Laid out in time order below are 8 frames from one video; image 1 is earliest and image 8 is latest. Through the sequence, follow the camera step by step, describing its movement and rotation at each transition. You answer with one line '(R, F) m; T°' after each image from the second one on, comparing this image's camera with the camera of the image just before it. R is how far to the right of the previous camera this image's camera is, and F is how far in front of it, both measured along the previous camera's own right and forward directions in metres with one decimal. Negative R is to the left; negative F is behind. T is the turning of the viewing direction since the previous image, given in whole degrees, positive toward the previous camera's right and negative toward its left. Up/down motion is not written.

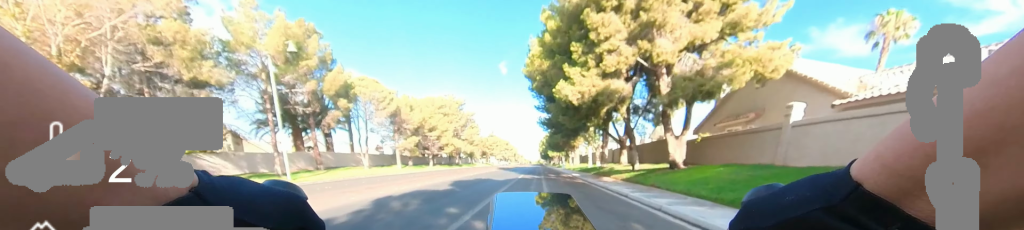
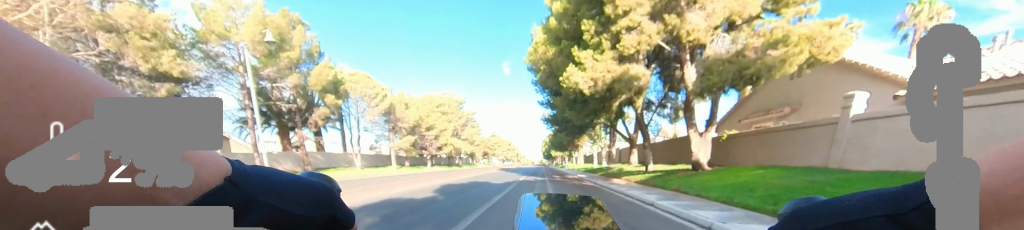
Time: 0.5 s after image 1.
(0.0, +2.5) m; 0°
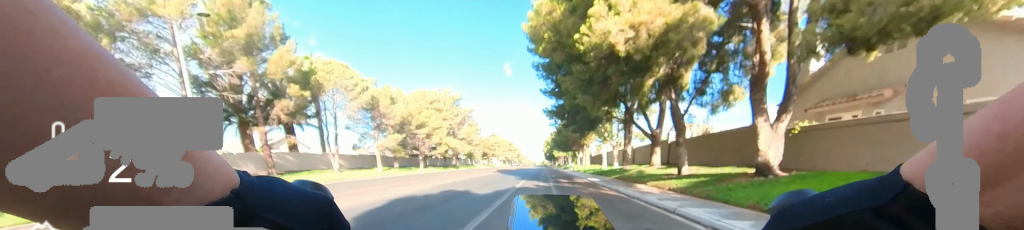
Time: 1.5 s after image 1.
(0.0, +3.5) m; 0°
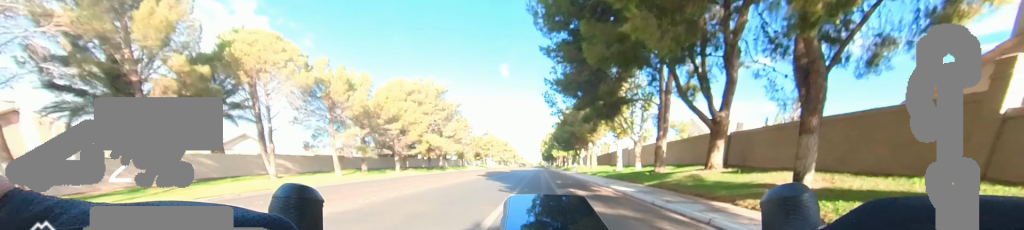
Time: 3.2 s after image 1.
(0.0, +7.0) m; 0°
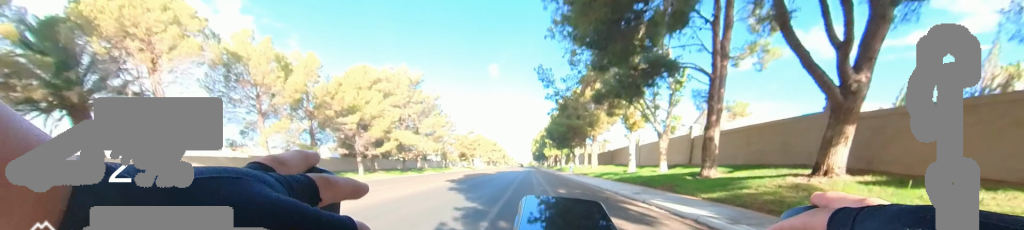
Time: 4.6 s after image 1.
(0.0, +7.5) m; 0°
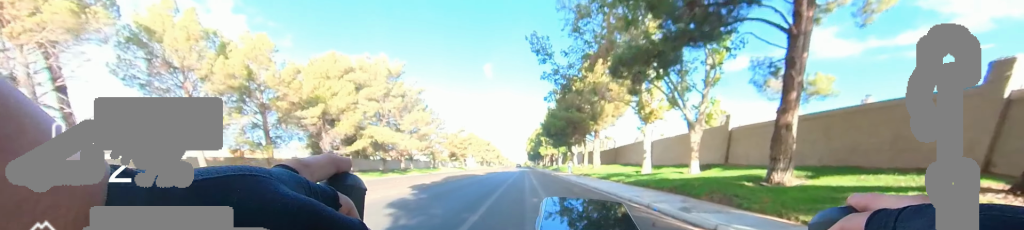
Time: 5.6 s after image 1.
(0.0, +4.9) m; 0°
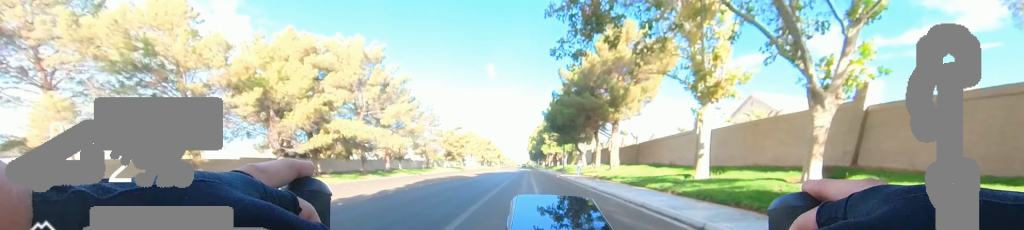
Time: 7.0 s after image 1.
(0.0, +7.9) m; 0°
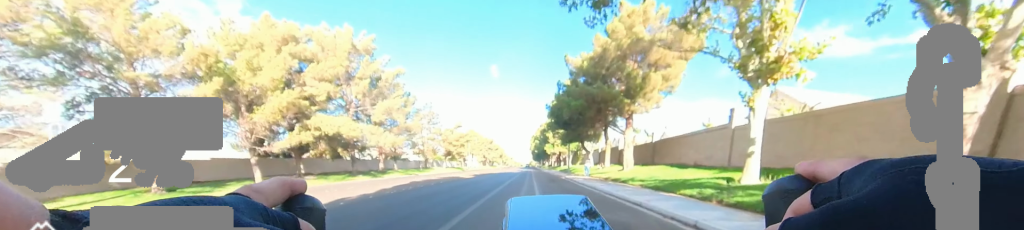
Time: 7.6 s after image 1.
(0.0, +3.7) m; 0°
